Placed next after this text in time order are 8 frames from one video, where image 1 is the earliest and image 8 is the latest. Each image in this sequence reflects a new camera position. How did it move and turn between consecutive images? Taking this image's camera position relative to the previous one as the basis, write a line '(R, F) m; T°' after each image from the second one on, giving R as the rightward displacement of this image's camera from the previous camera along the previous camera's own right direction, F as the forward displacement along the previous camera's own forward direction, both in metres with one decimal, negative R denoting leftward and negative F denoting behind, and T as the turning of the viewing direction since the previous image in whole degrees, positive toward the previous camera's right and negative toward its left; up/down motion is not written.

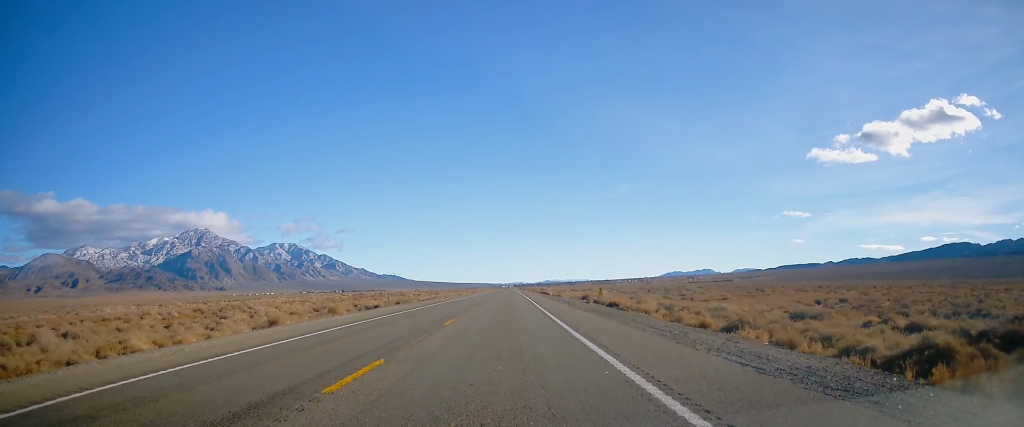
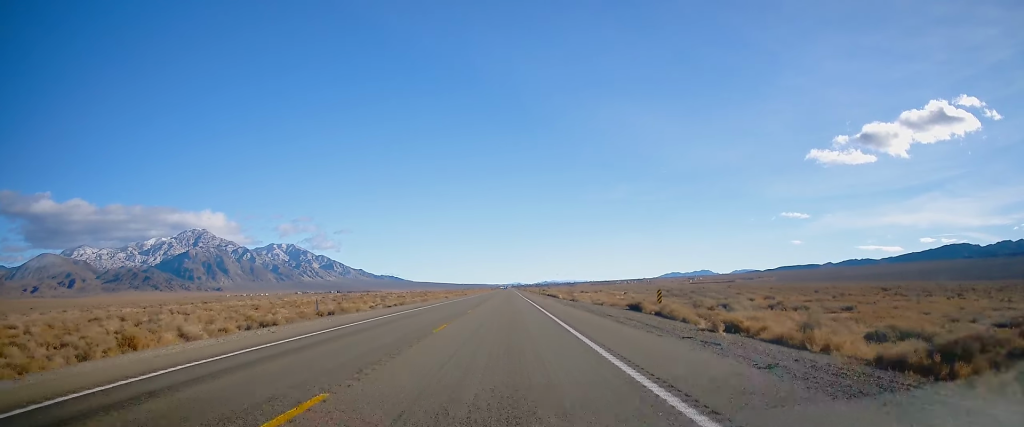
(+0.2, +28.0) m; 0°
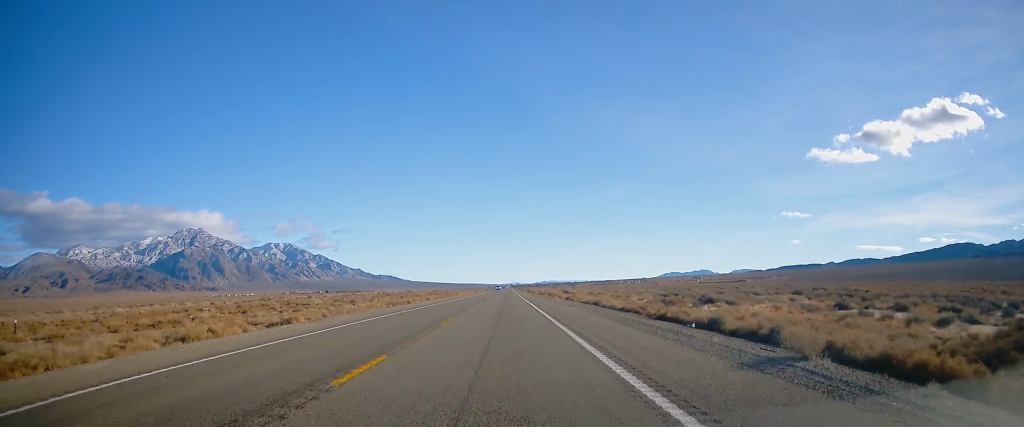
(+0.2, +93.4) m; 0°
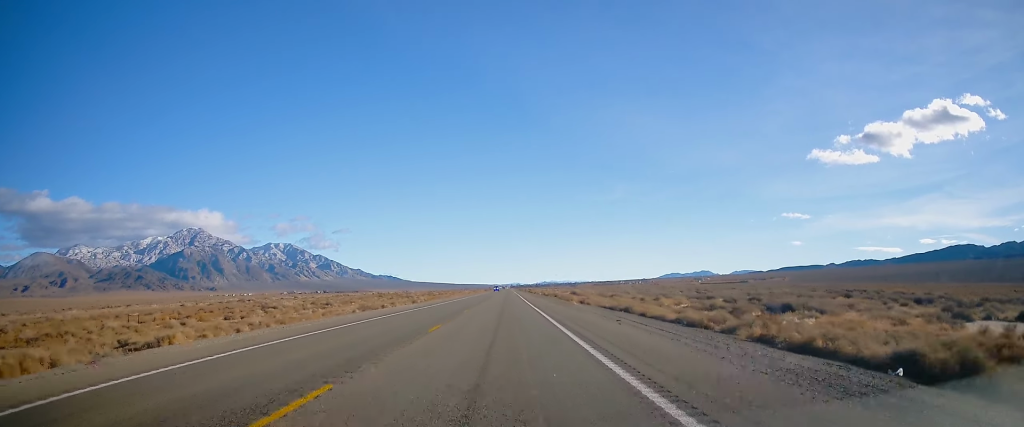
(0.0, +15.4) m; 0°
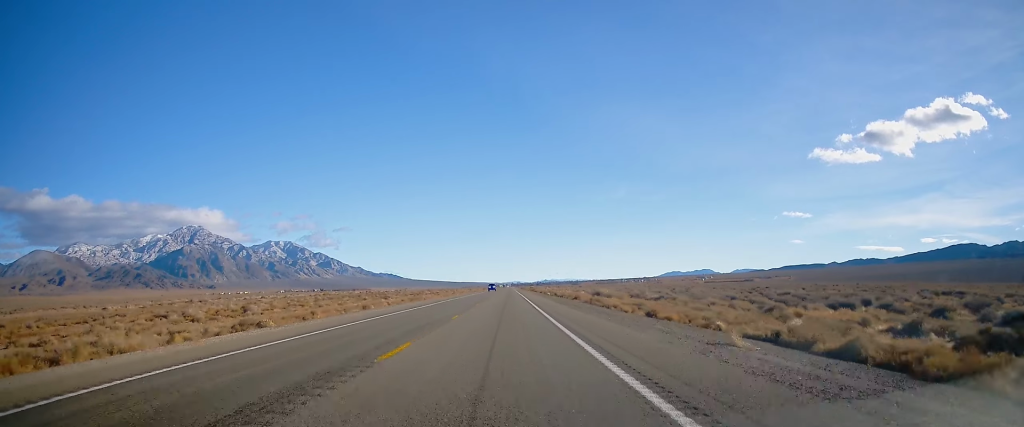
(-0.2, +30.8) m; 0°
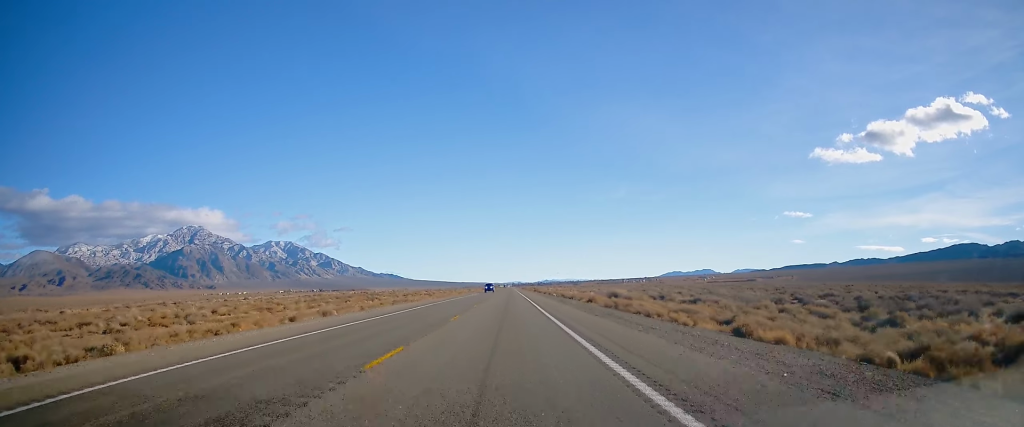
(-0.1, +13.3) m; 0°
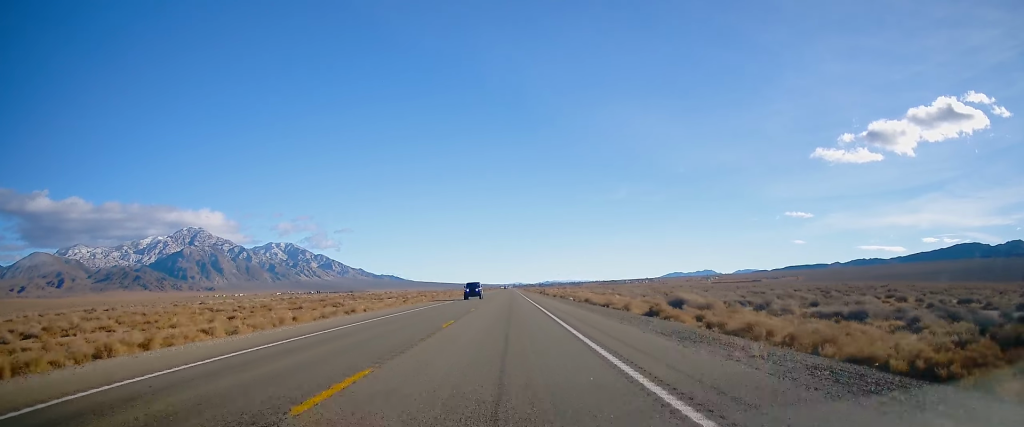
(+0.1, +27.5) m; 0°
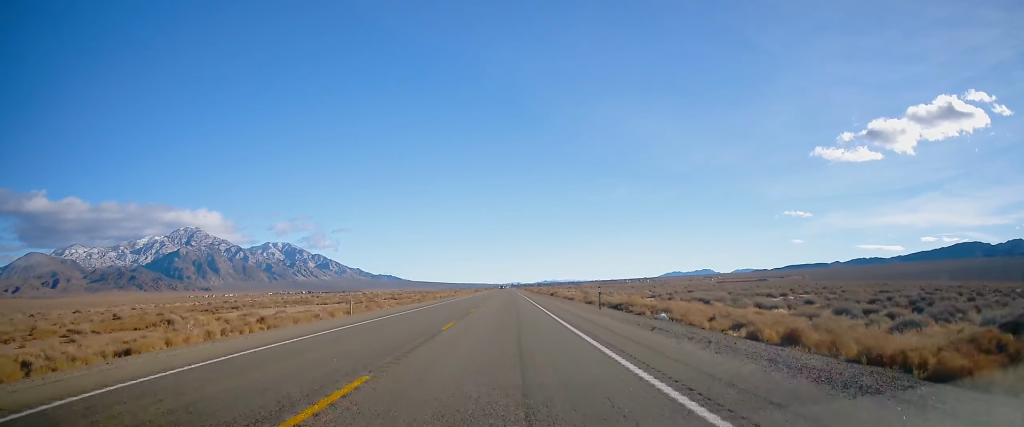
(-0.4, +49.3) m; 0°
